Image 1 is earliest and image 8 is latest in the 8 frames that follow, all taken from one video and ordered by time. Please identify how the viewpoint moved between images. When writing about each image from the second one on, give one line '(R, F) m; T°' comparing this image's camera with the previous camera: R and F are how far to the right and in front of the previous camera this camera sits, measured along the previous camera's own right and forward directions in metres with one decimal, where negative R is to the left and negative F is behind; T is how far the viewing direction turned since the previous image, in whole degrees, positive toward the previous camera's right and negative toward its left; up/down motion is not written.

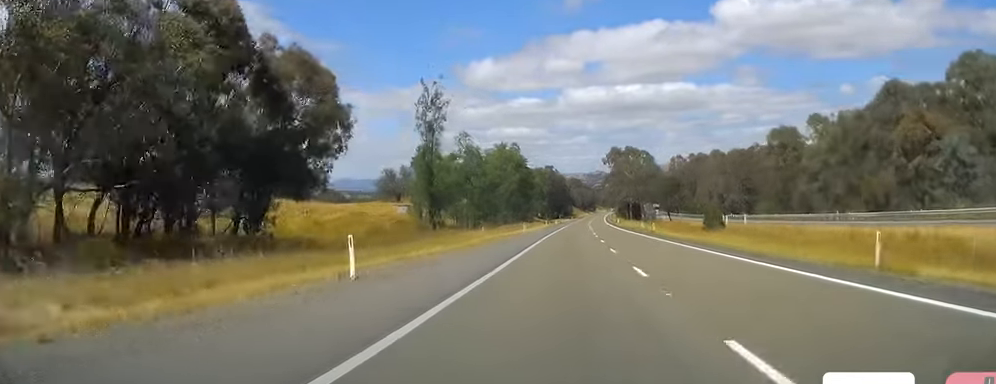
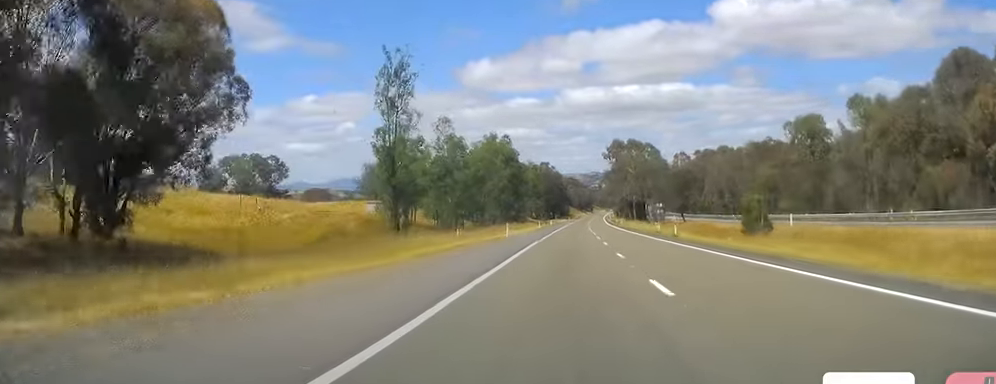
(+0.4, +16.4) m; 0°
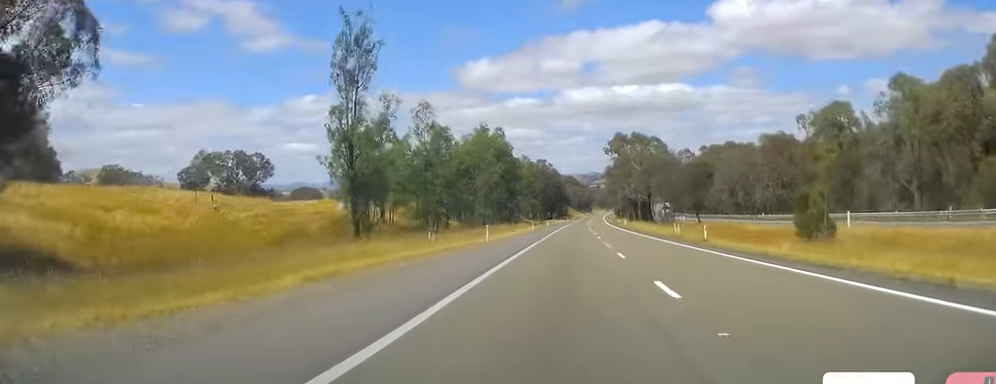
(0.0, +12.5) m; 0°
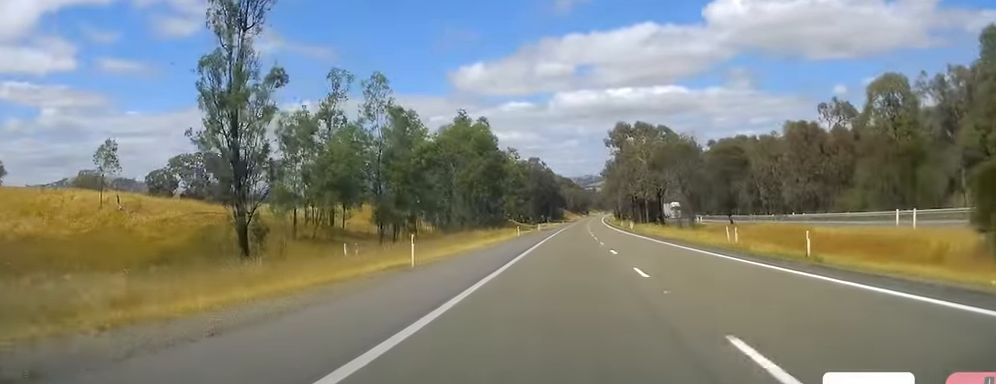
(-0.5, +19.2) m; 0°
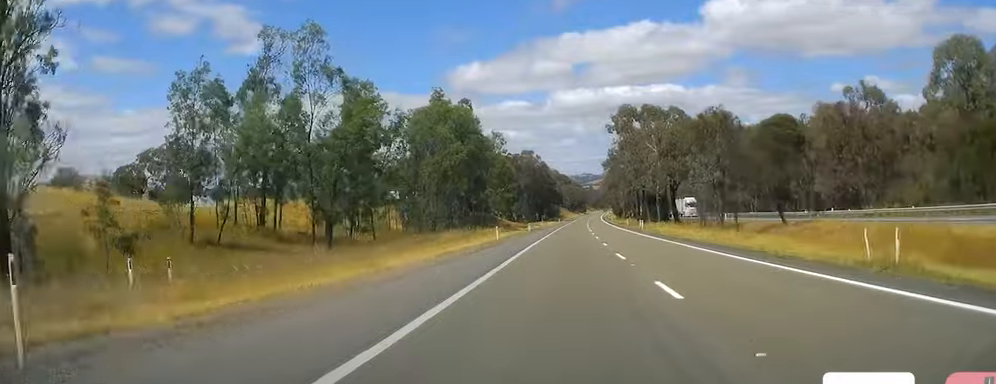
(+0.4, +17.2) m; +1°
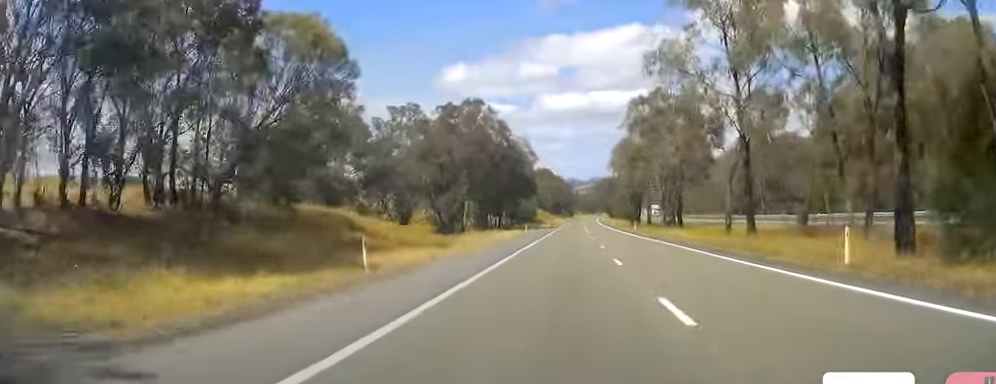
(+1.8, +86.5) m; +1°
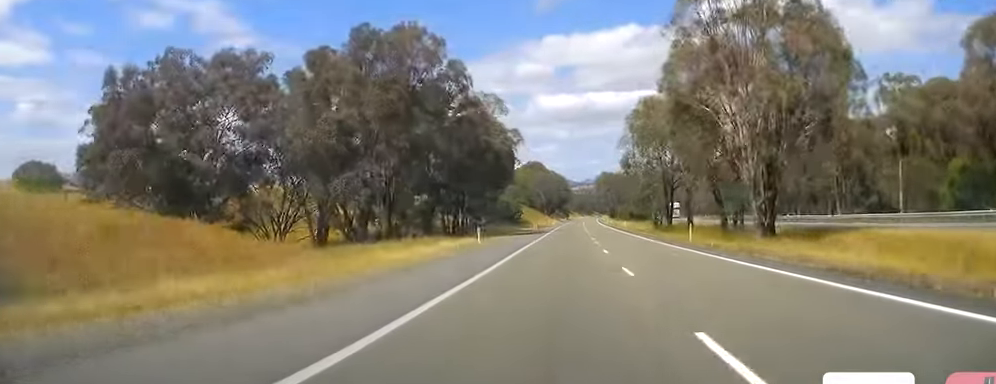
(0.0, +40.1) m; 0°
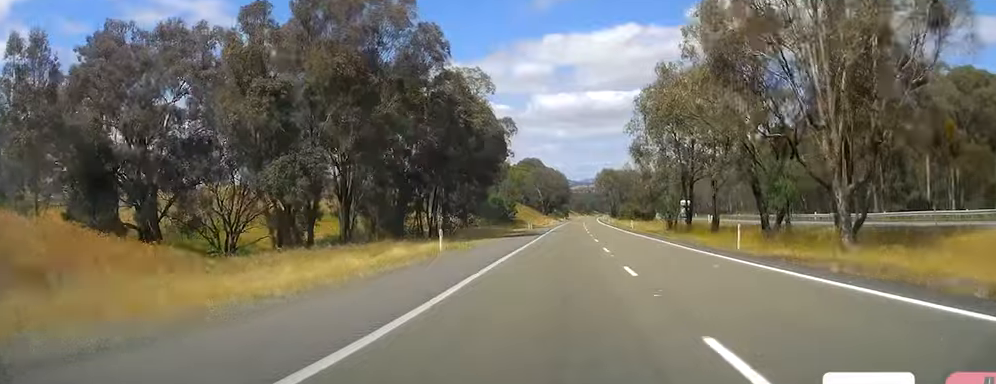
(0.0, +12.4) m; 0°
